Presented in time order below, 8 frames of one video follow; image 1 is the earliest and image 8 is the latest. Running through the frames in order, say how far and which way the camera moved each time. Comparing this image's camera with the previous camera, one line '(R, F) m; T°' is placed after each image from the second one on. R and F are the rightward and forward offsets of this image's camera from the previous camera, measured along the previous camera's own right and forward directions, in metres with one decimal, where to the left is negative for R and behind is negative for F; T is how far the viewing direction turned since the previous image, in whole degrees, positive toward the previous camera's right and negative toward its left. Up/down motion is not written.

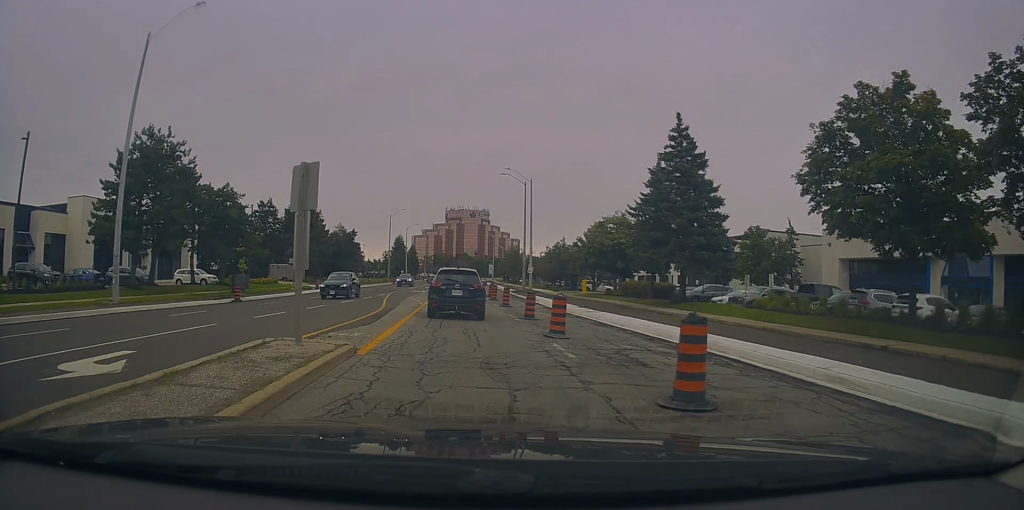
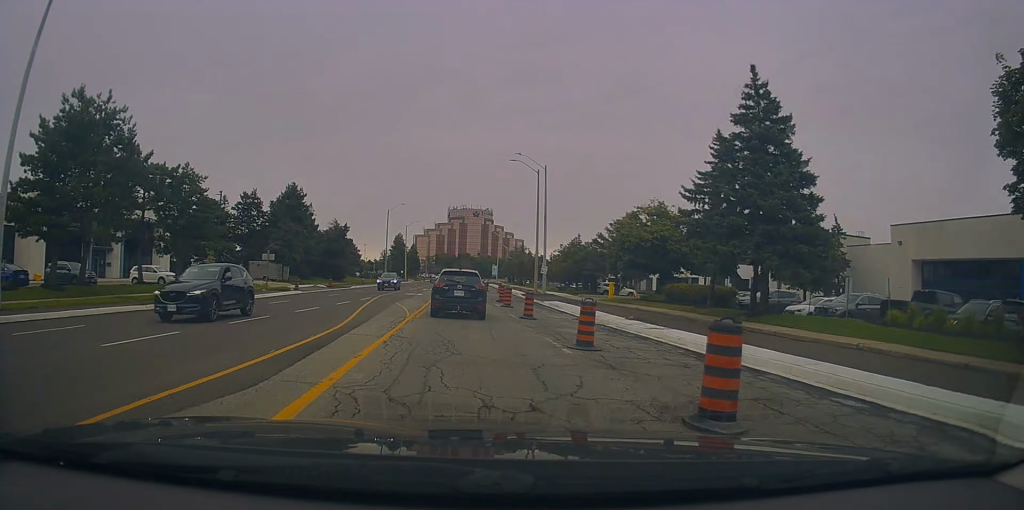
(+0.4, +8.8) m; +1°
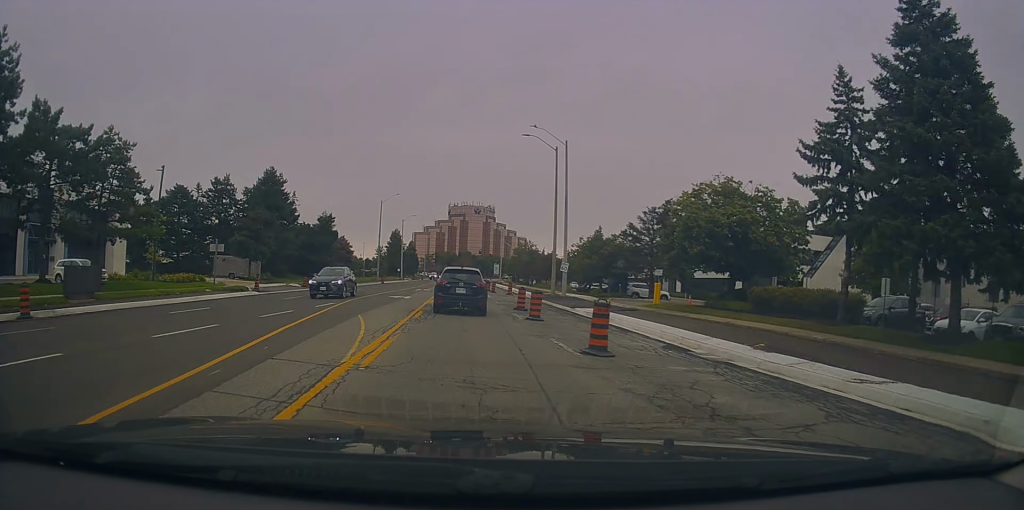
(0.0, +10.9) m; +1°
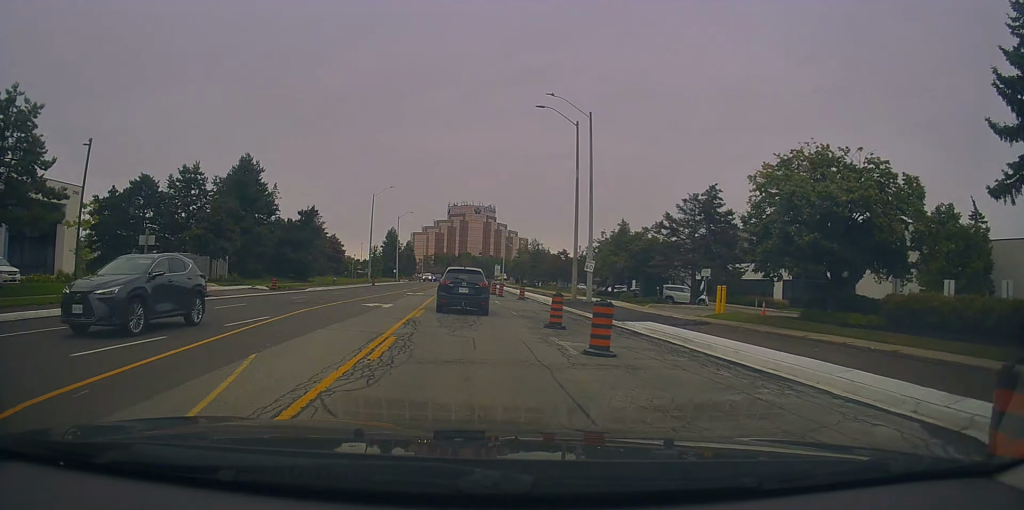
(0.0, +9.0) m; +1°
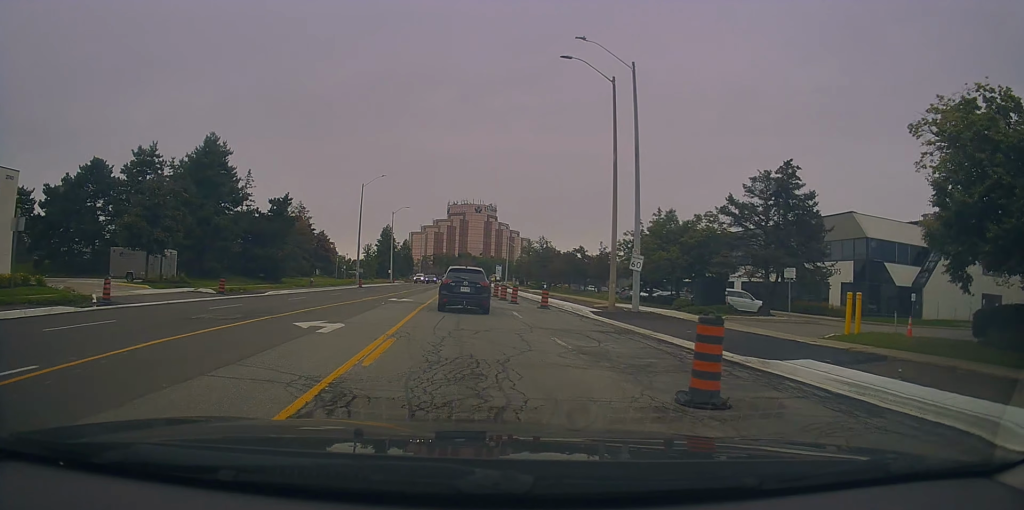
(+0.4, +10.2) m; +1°
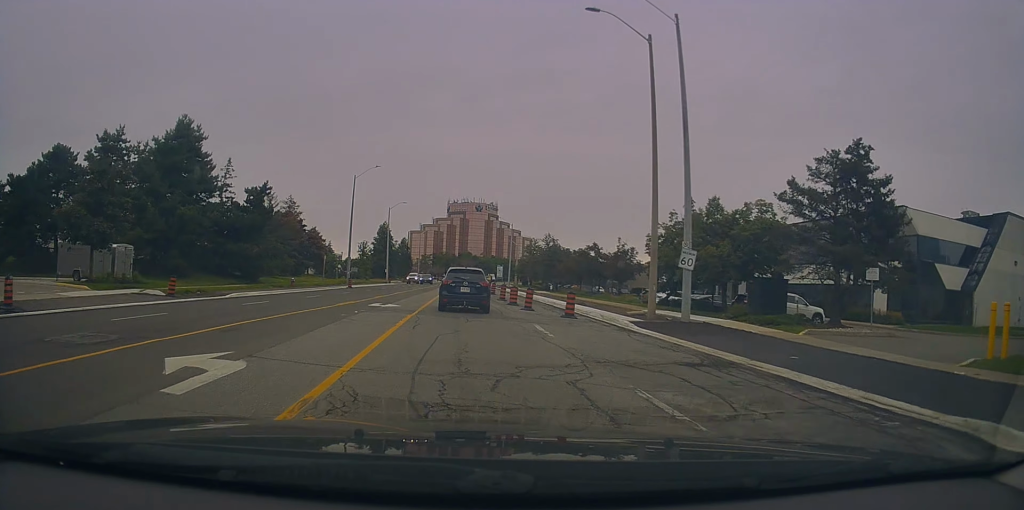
(-0.1, +6.6) m; -2°
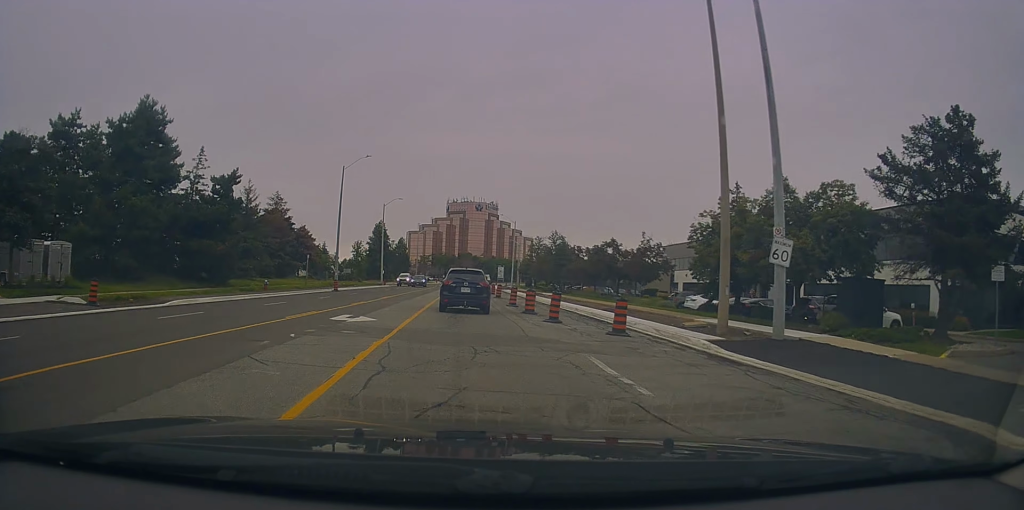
(0.0, +7.0) m; -2°
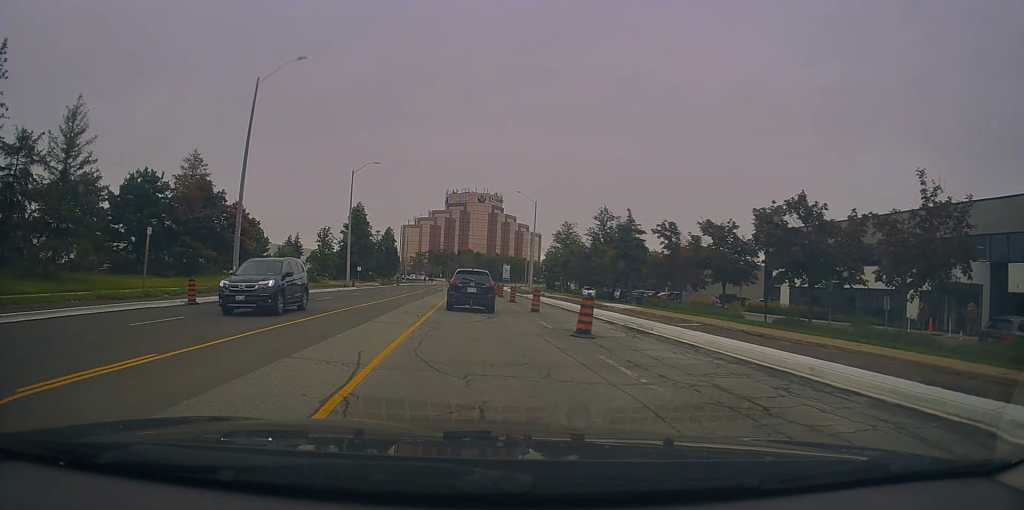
(-0.1, +29.6) m; +2°
